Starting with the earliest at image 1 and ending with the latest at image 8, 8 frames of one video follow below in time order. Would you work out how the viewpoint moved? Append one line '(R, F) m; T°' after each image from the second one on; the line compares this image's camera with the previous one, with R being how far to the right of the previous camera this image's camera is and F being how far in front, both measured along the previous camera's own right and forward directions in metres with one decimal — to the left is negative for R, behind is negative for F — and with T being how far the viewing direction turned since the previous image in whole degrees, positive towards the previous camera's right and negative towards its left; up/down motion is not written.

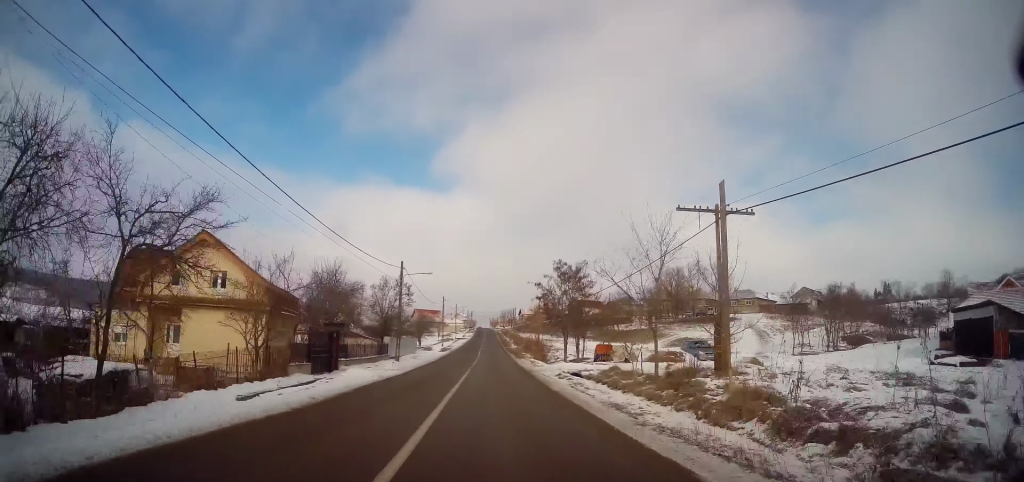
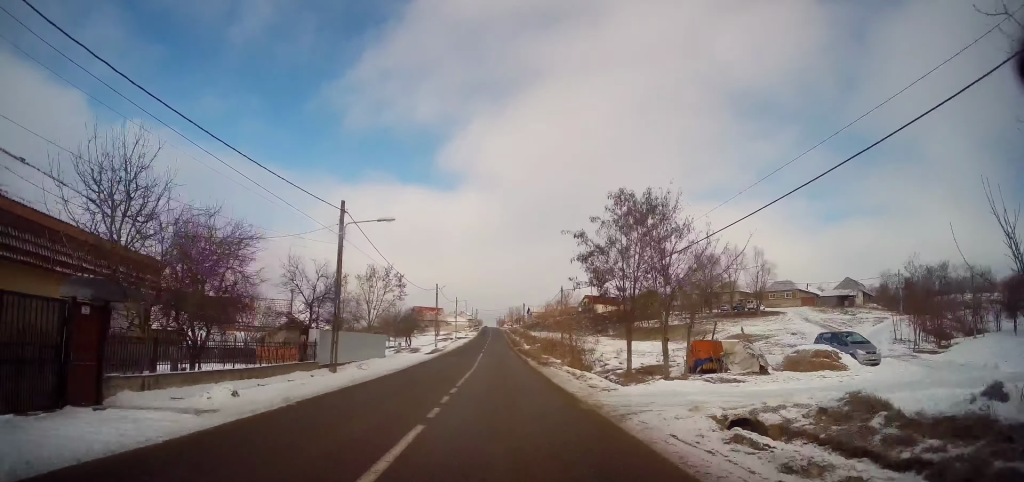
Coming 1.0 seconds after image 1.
(+0.1, +17.9) m; 0°
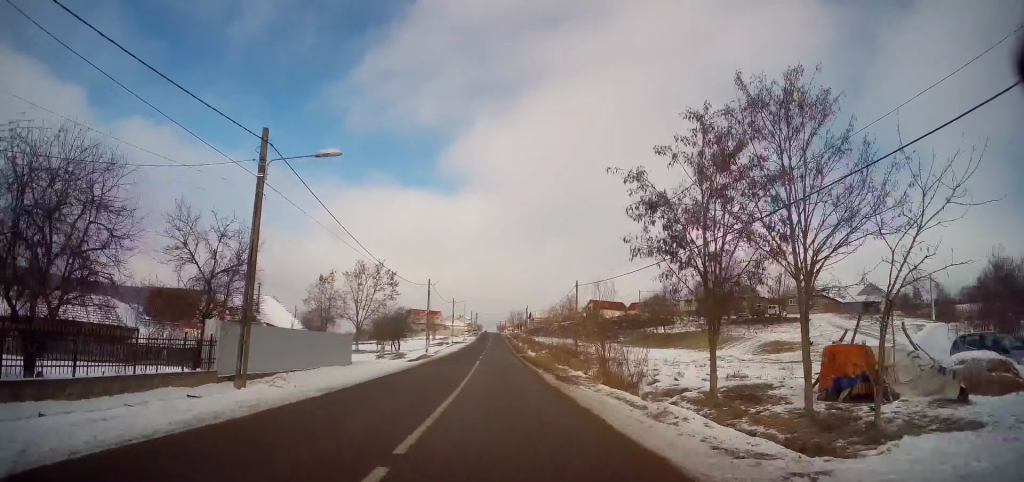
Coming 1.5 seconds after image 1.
(0.0, +9.0) m; 0°
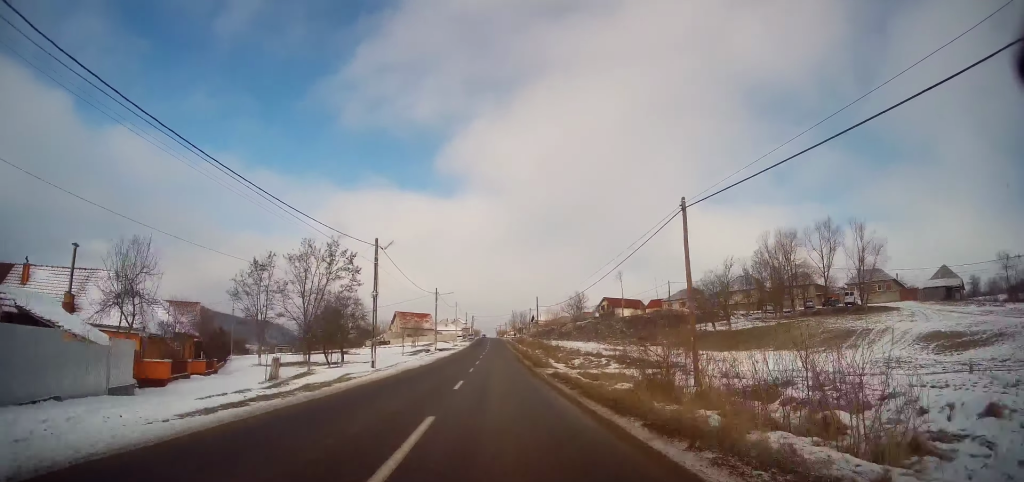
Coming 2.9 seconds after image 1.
(-0.5, +25.7) m; -2°
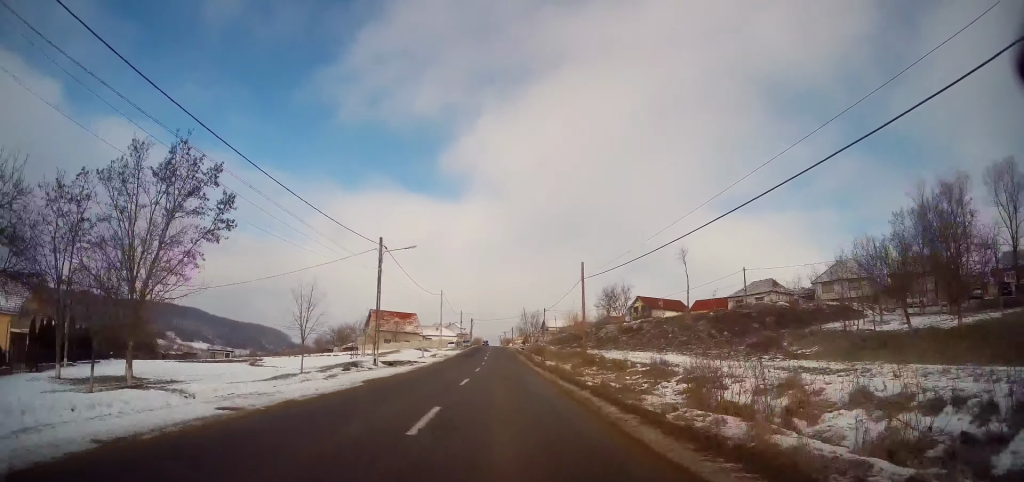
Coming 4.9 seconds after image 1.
(+0.5, +34.5) m; +2°
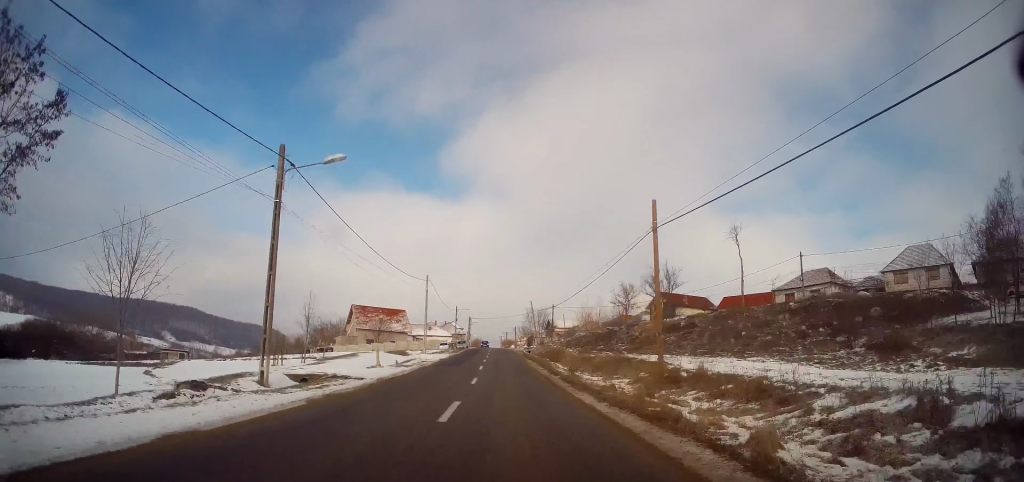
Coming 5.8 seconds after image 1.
(-0.1, +16.3) m; -1°
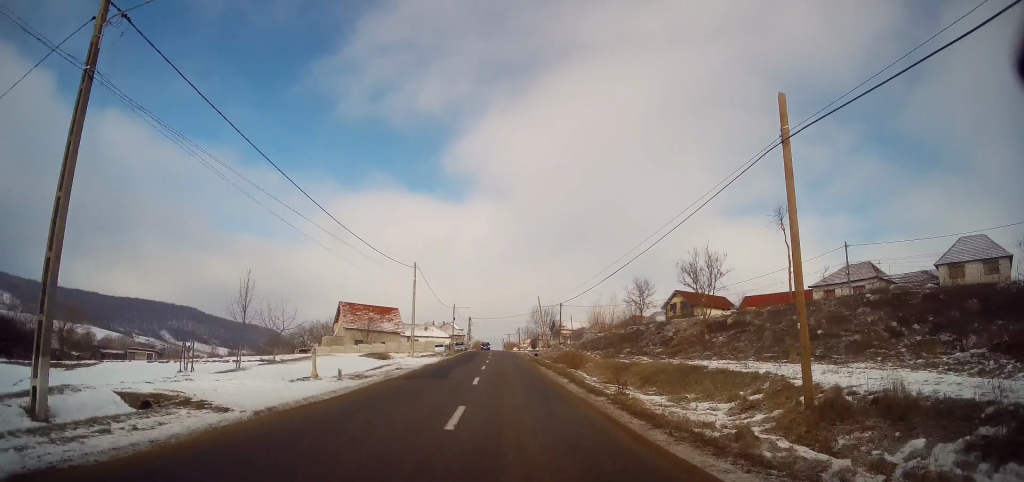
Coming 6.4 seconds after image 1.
(-0.2, +9.7) m; 0°
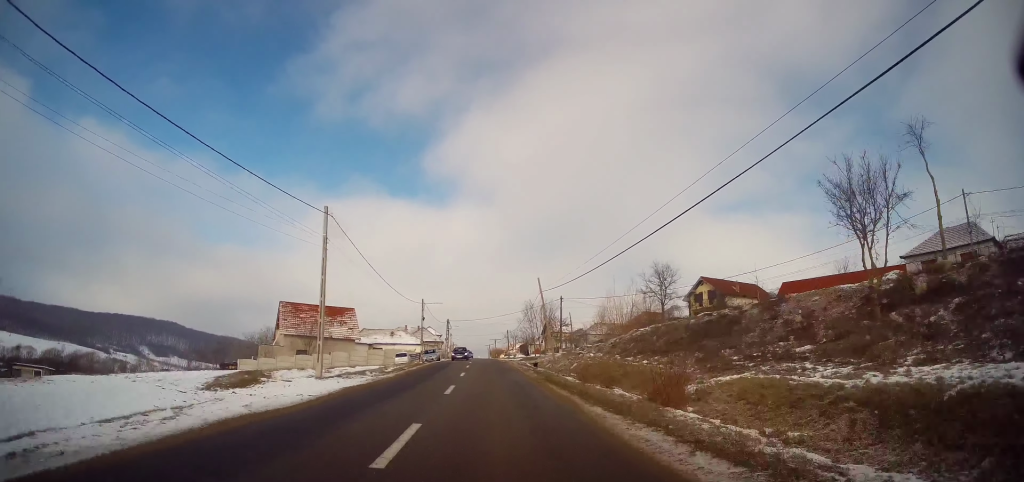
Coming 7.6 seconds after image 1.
(+0.3, +20.9) m; +1°
